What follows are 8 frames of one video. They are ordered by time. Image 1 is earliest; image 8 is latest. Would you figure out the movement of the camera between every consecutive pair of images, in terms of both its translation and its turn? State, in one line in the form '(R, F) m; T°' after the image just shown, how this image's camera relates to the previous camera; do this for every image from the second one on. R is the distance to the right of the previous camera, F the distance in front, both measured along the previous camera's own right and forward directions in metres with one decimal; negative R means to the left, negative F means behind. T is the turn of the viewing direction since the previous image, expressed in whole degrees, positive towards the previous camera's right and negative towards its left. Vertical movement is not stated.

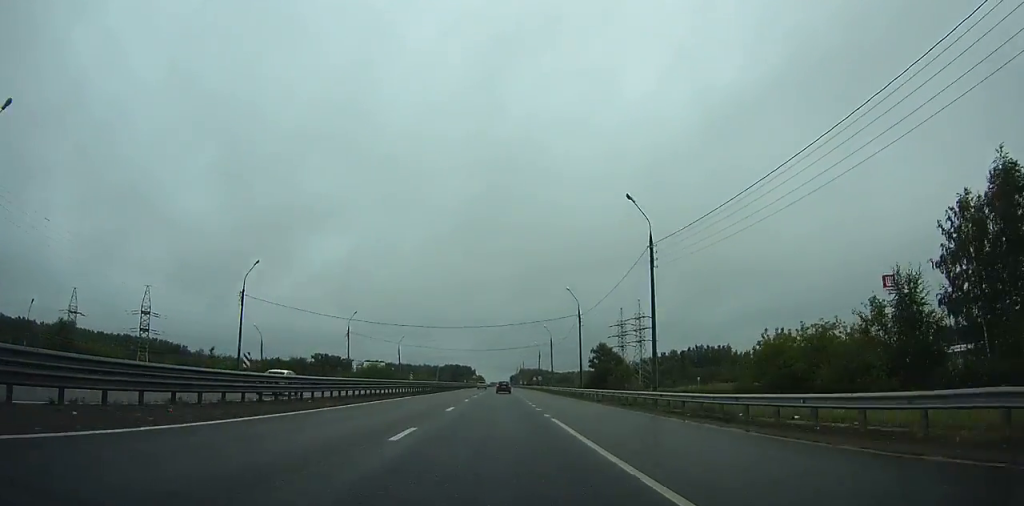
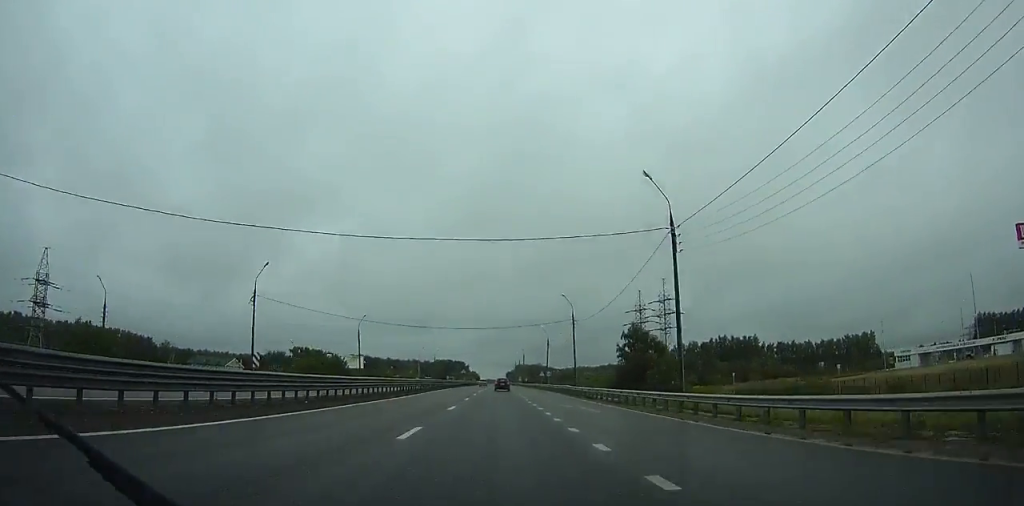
(+0.1, +35.8) m; 0°
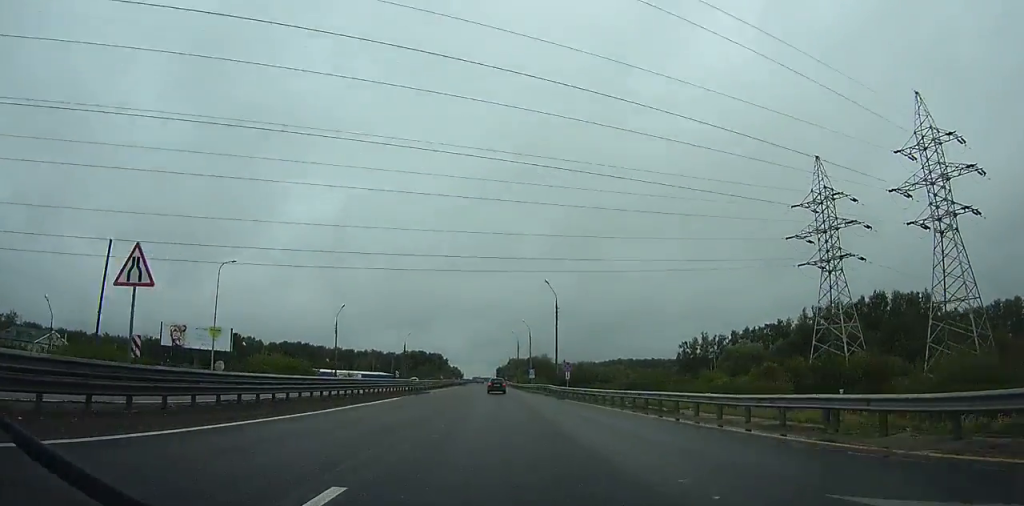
(+1.0, +115.7) m; +1°
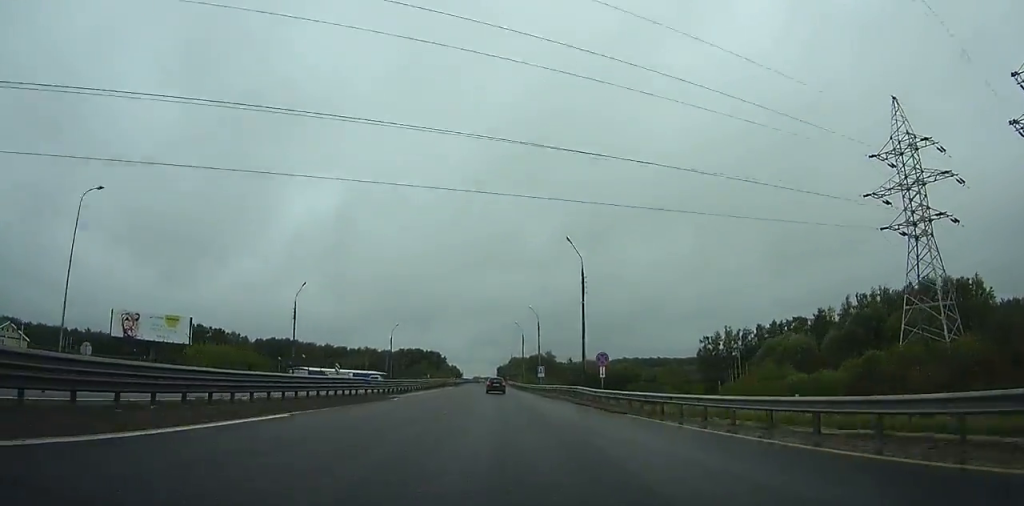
(0.0, +18.4) m; 0°
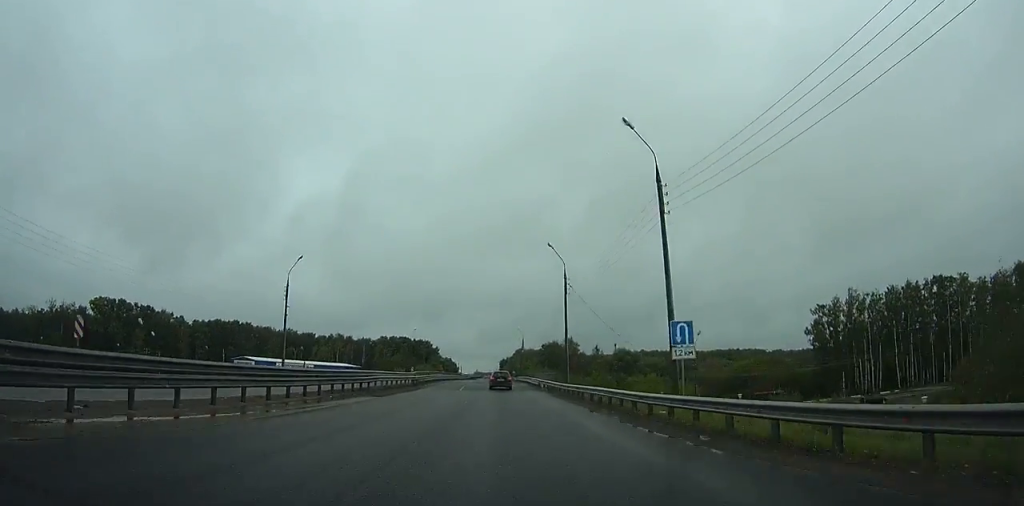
(-0.1, +61.0) m; 0°
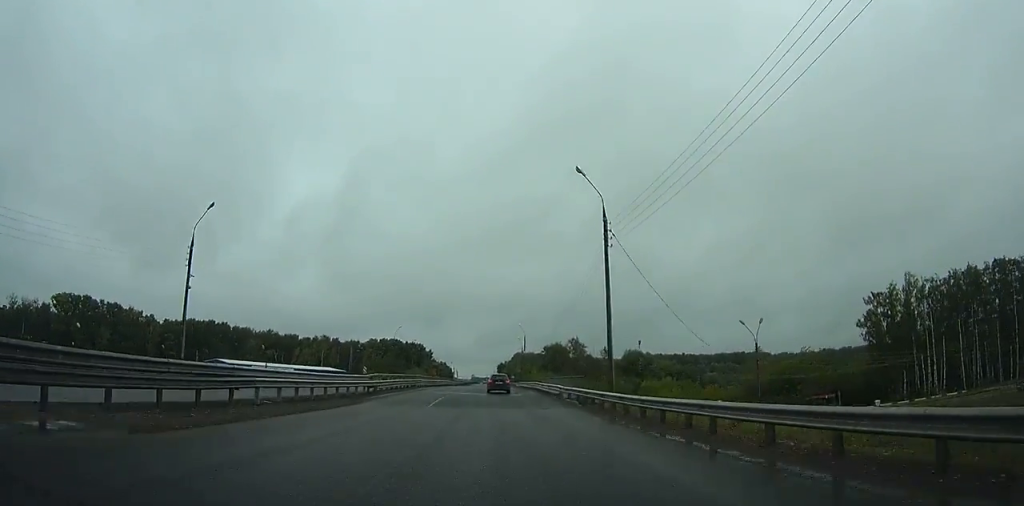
(0.0, +19.0) m; 0°
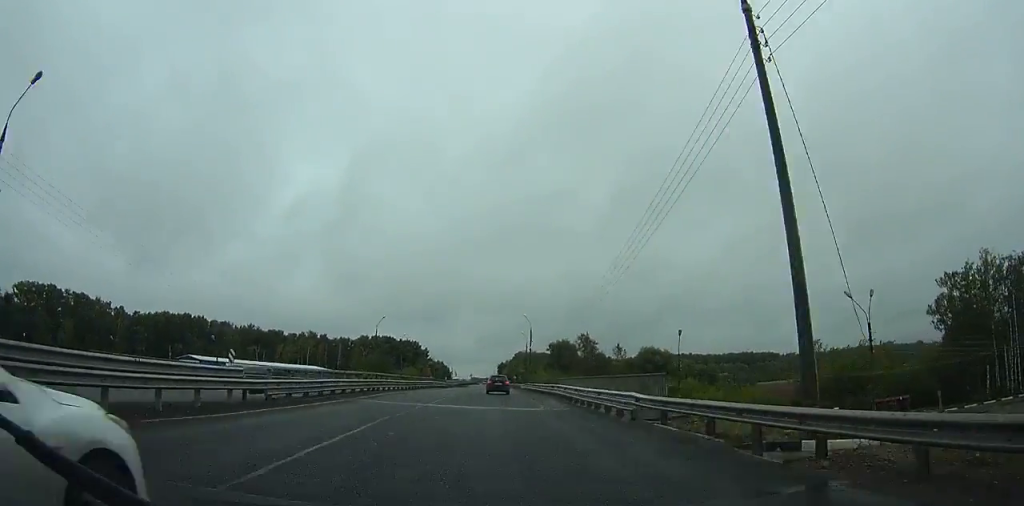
(+0.1, +18.8) m; 0°
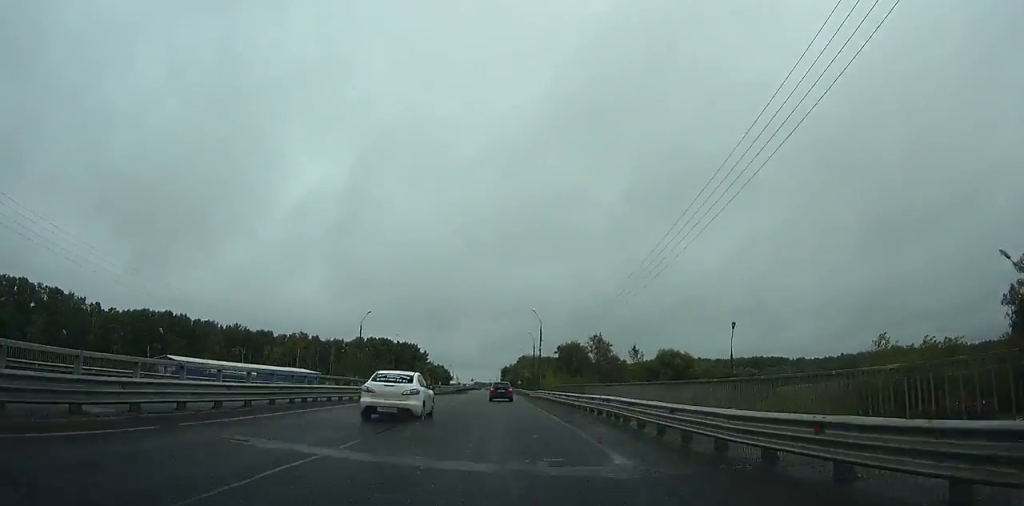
(0.0, +14.8) m; 0°
